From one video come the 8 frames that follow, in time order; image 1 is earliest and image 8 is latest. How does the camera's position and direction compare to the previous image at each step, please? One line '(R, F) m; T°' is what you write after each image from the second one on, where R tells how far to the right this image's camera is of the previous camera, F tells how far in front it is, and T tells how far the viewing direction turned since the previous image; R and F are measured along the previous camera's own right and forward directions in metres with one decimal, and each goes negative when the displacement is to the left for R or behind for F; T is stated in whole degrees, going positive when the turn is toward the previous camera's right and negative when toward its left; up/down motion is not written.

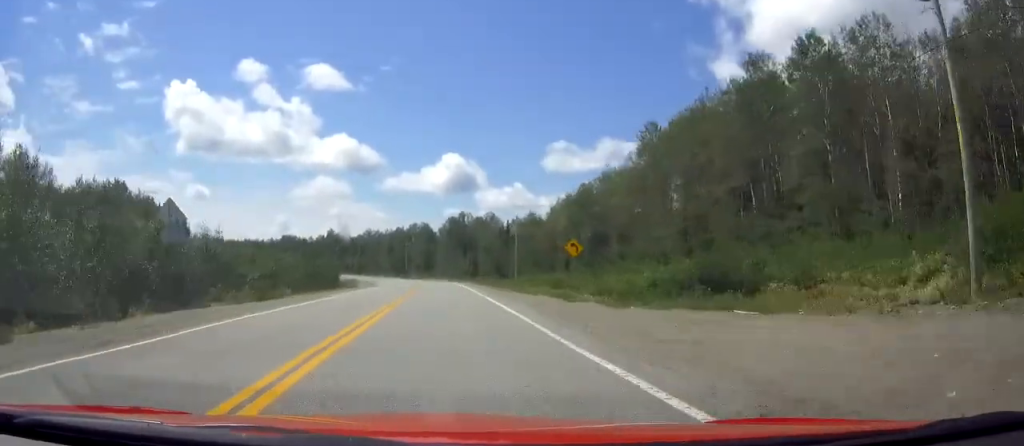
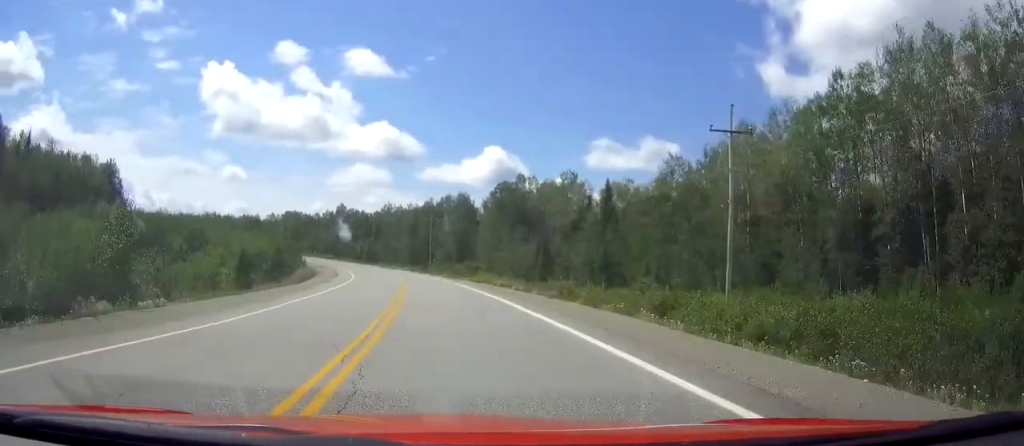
(-1.2, +67.7) m; -3°
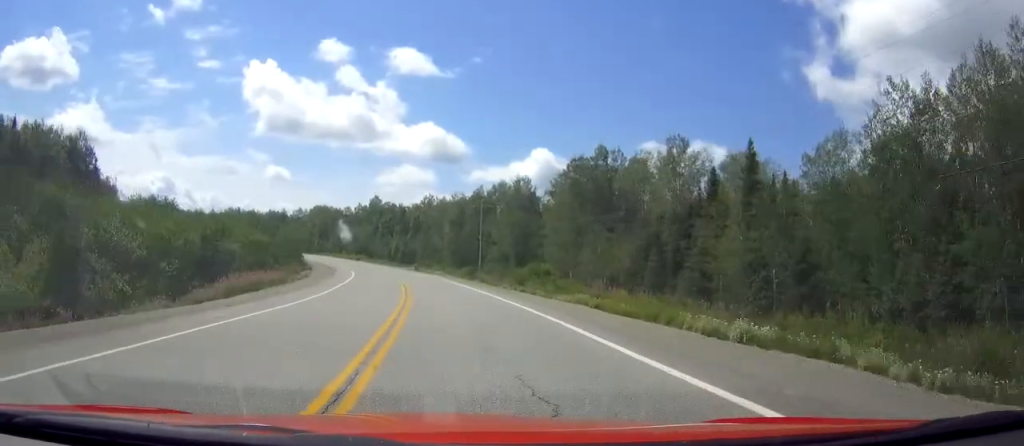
(-0.6, +31.8) m; -3°
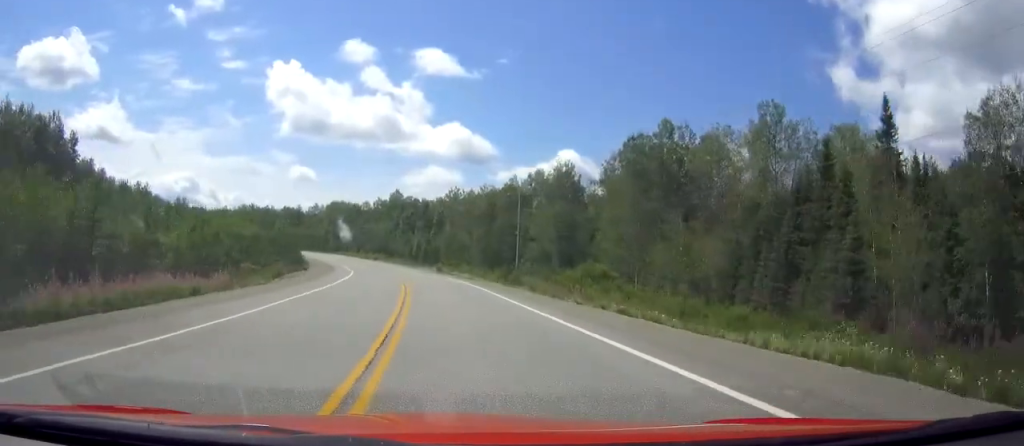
(-0.3, +17.6) m; -2°
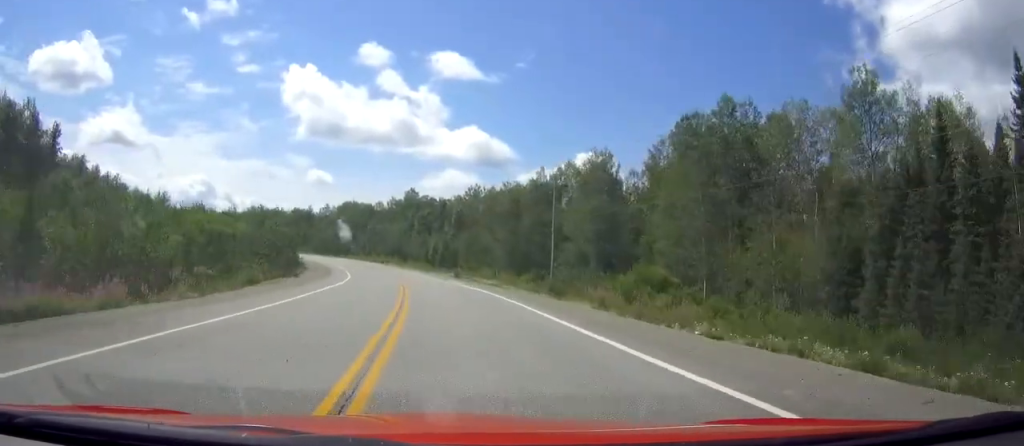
(+0.1, +12.7) m; -1°
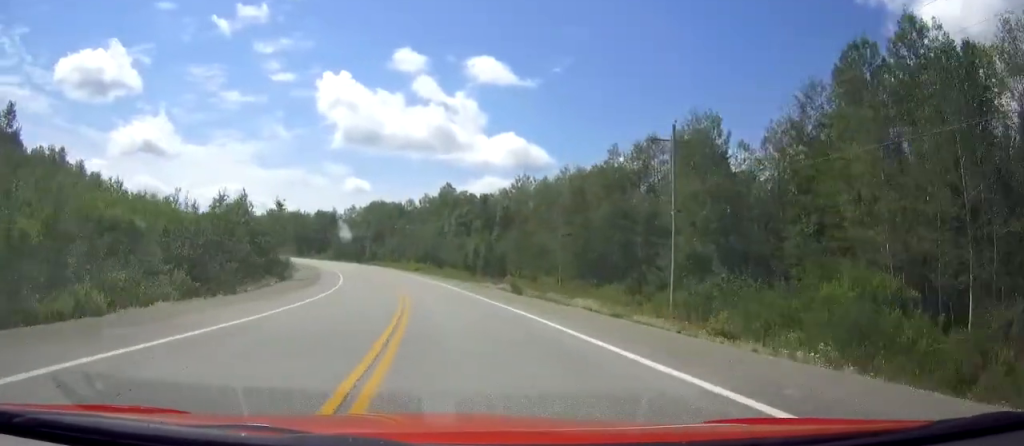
(-0.8, +25.2) m; -4°
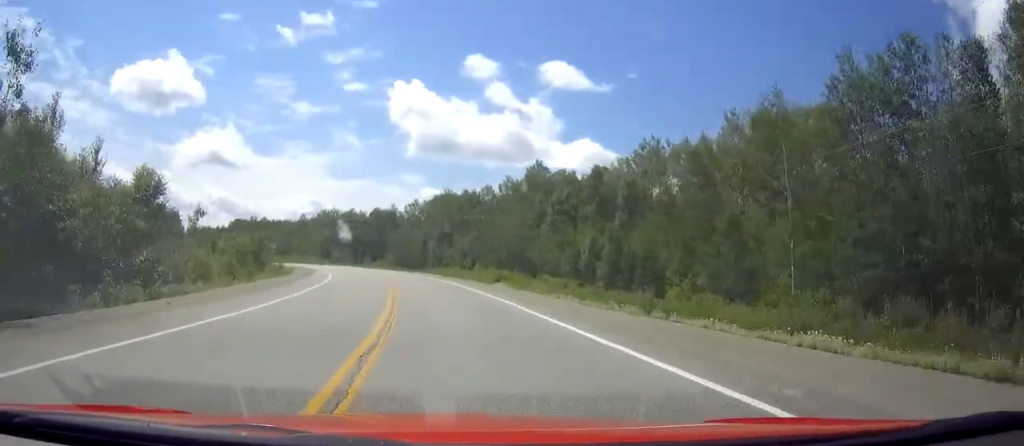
(-2.1, +39.5) m; -6°
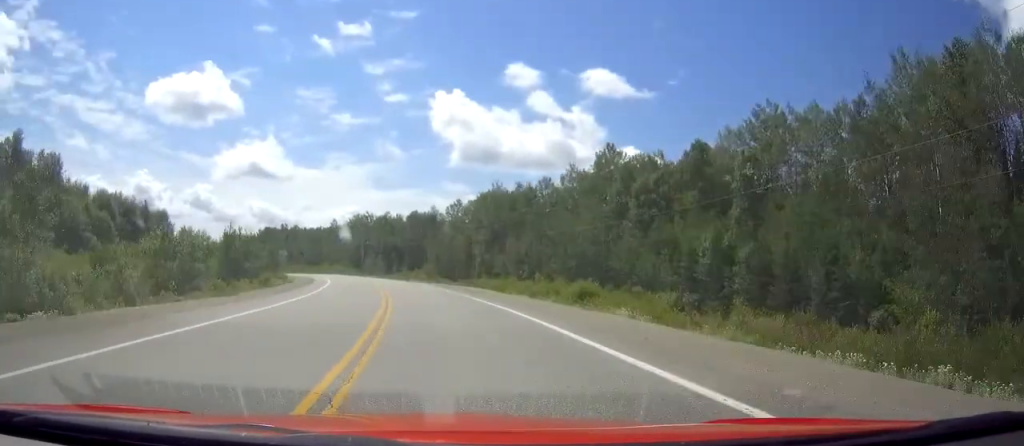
(-0.7, +22.1) m; -4°
